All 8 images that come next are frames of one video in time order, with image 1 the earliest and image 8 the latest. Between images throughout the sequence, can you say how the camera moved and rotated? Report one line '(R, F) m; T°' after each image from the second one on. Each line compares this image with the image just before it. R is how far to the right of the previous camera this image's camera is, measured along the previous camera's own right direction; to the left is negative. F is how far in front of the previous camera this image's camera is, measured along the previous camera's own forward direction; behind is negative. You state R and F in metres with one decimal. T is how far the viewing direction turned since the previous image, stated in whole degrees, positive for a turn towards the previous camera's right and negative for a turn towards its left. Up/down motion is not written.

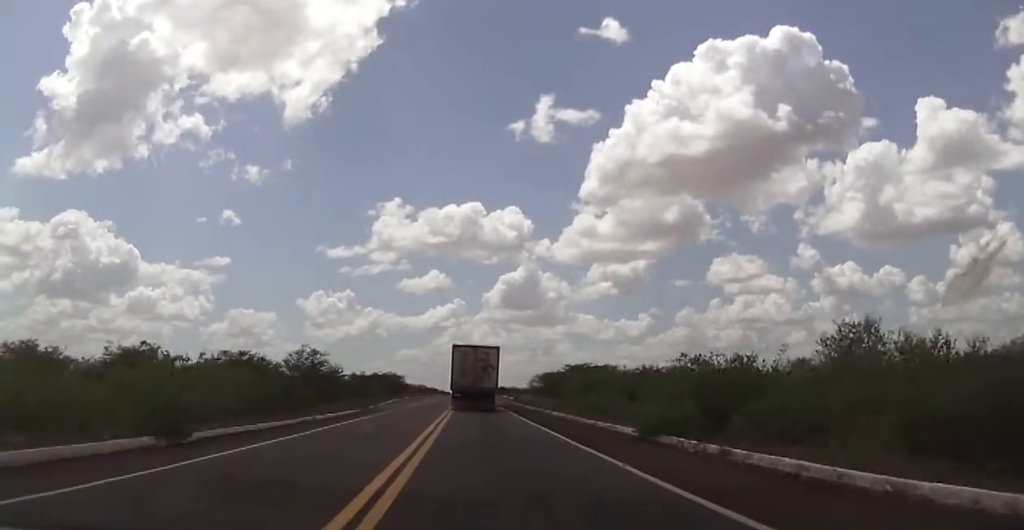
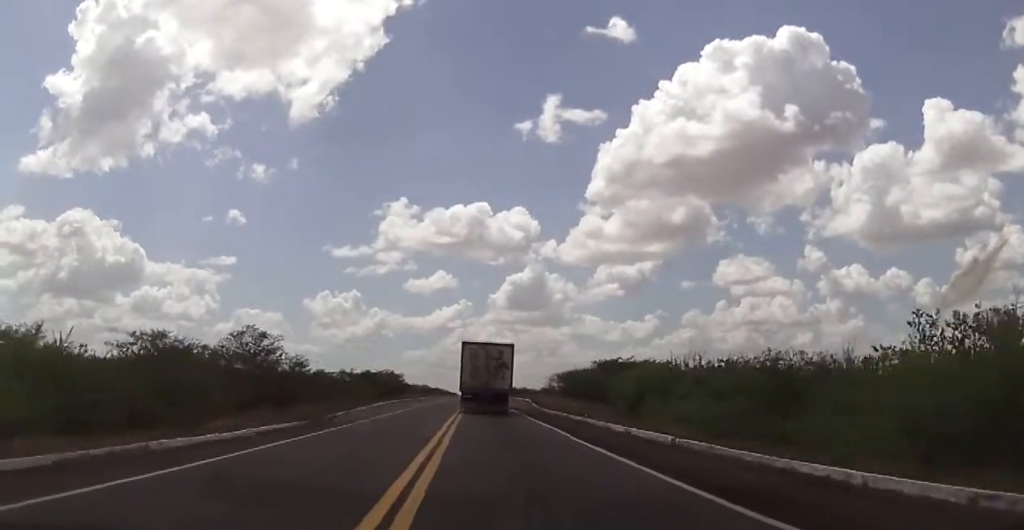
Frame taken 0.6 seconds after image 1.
(0.0, +17.2) m; 0°
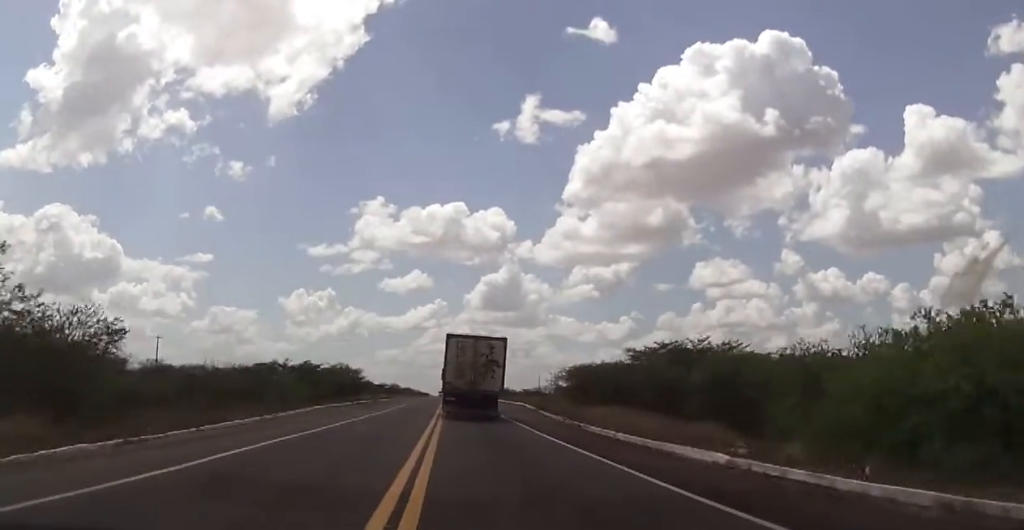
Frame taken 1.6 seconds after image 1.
(0.0, +26.1) m; +1°
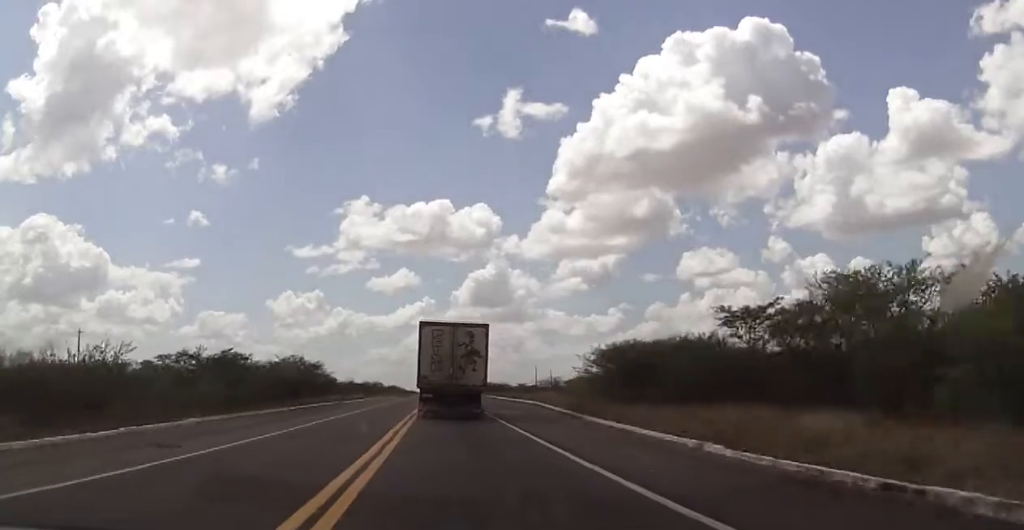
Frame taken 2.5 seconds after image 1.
(+0.3, +22.7) m; +1°
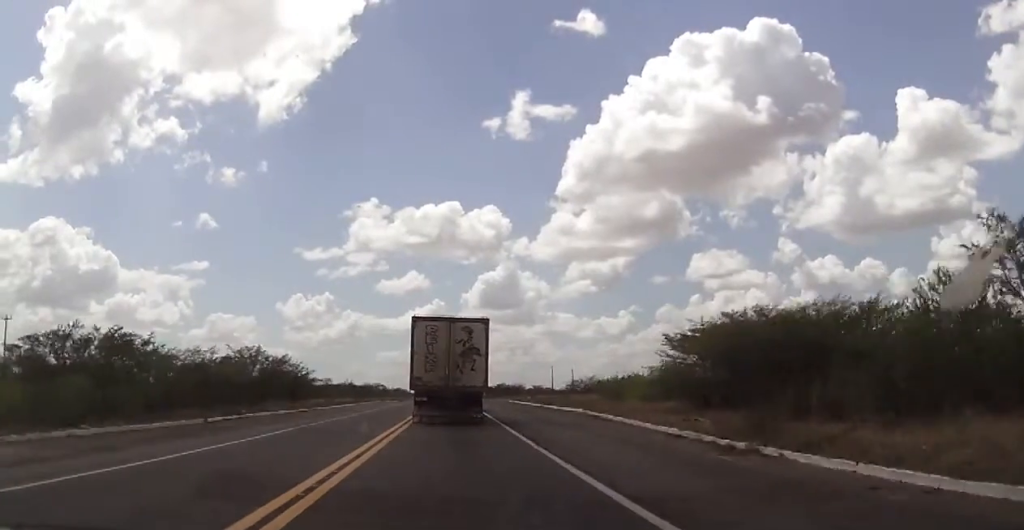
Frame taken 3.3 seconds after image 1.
(0.0, +19.4) m; +1°
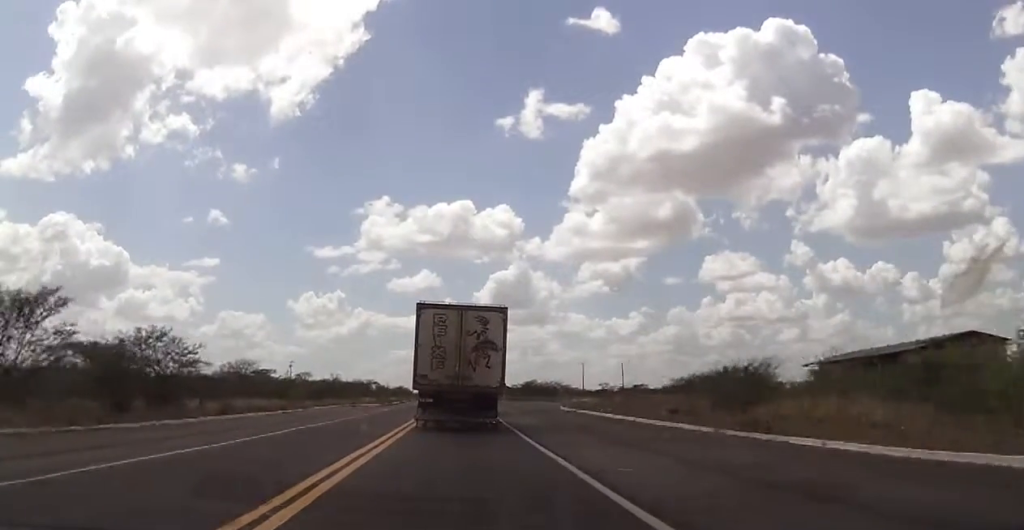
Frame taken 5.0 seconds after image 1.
(-0.3, +38.7) m; -1°
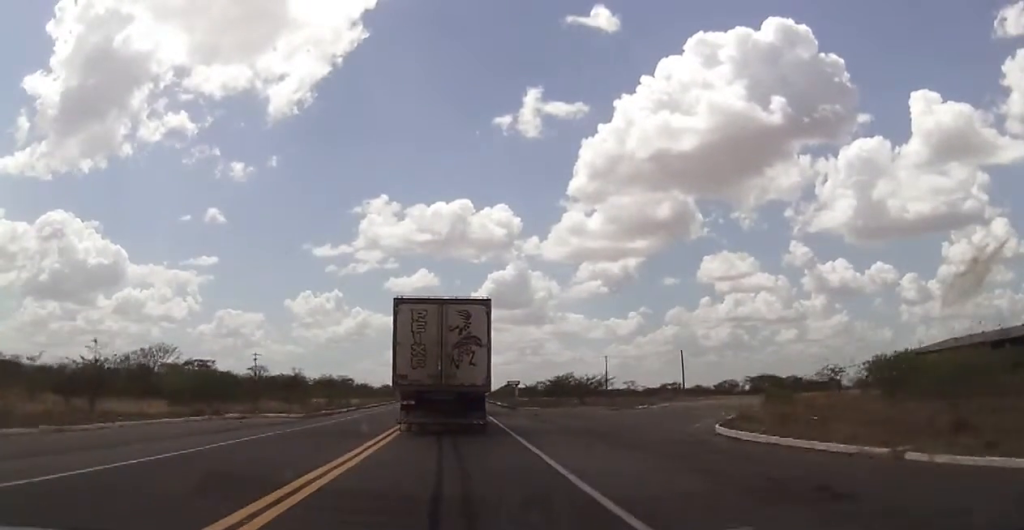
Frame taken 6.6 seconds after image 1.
(+0.1, +34.1) m; -1°
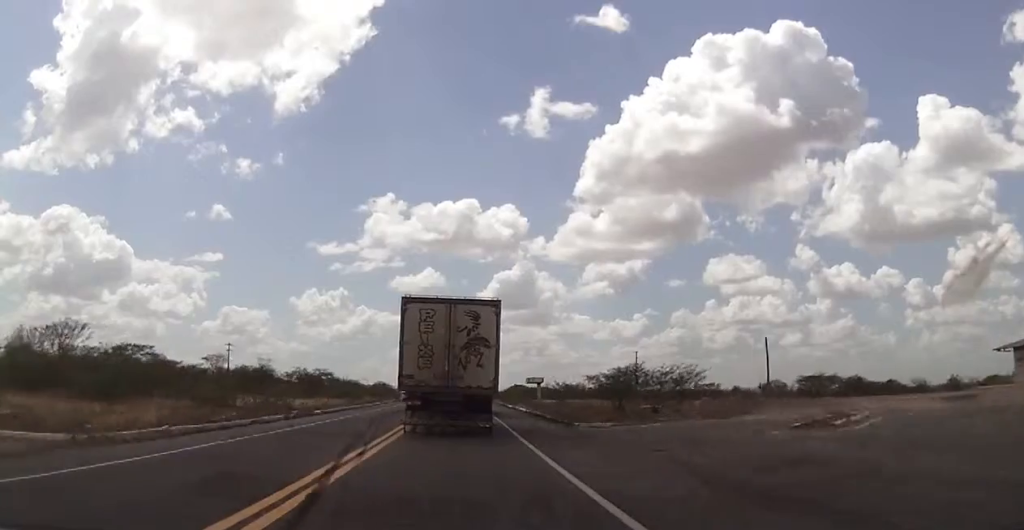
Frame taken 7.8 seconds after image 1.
(-0.5, +23.4) m; 0°
